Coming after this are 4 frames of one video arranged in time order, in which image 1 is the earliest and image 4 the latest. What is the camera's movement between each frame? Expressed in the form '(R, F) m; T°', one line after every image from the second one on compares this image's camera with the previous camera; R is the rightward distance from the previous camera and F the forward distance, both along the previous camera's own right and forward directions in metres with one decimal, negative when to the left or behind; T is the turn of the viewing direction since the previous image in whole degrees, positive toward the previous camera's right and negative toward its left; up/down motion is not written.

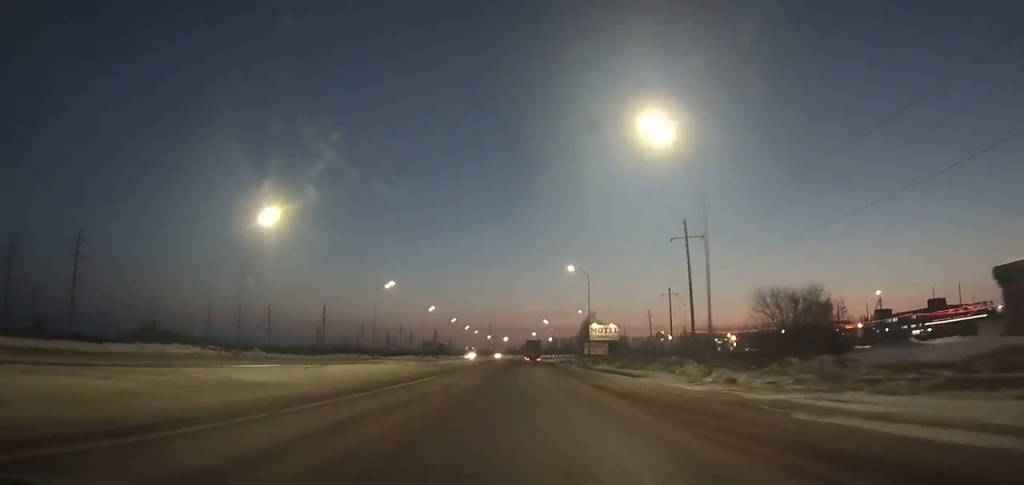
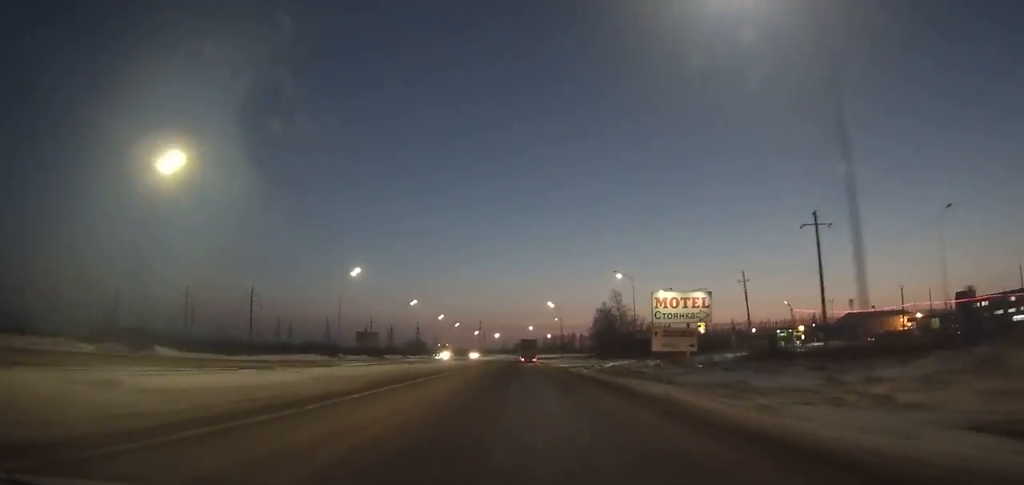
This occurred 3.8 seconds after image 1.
(+0.2, +61.3) m; 0°
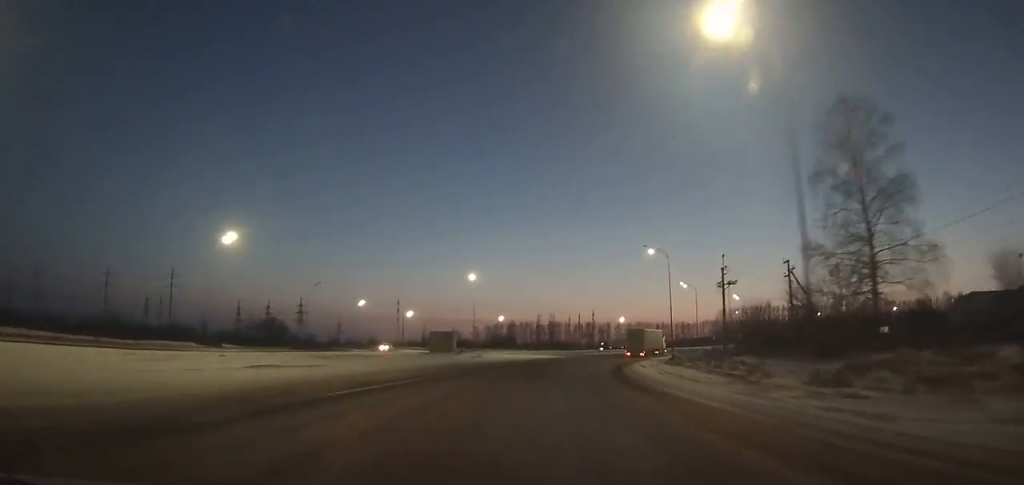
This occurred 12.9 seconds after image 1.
(+6.3, +148.2) m; +11°
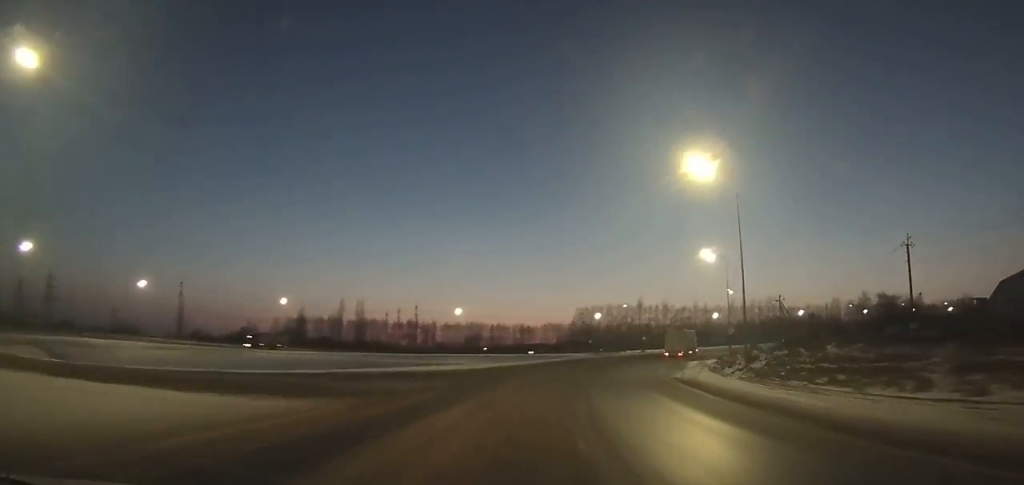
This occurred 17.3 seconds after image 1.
(+9.4, +63.9) m; +18°
